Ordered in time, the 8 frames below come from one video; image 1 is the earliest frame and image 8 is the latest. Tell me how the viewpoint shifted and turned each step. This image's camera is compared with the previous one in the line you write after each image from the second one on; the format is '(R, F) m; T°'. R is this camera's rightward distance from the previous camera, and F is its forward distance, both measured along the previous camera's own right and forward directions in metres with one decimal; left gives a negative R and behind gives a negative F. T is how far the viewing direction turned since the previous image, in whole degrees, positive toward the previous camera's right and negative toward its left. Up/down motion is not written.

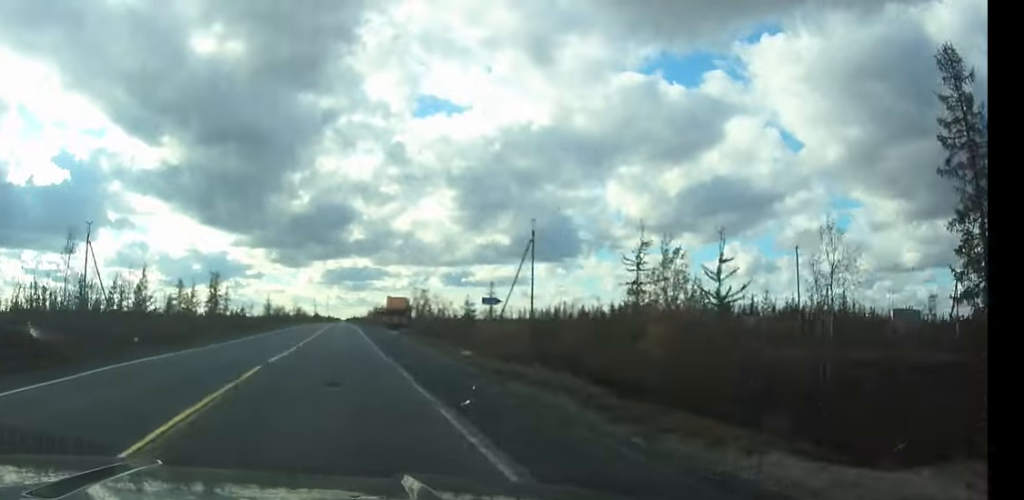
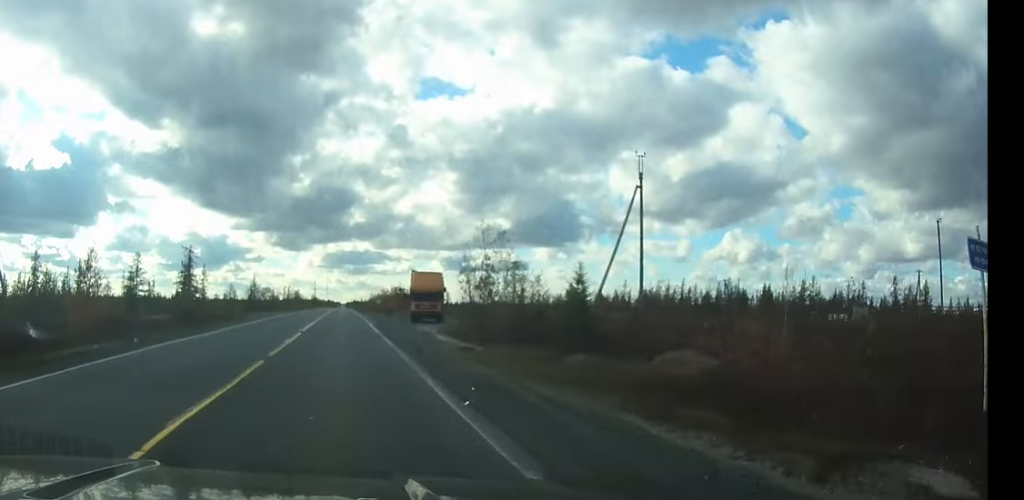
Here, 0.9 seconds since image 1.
(0.0, +24.5) m; 0°
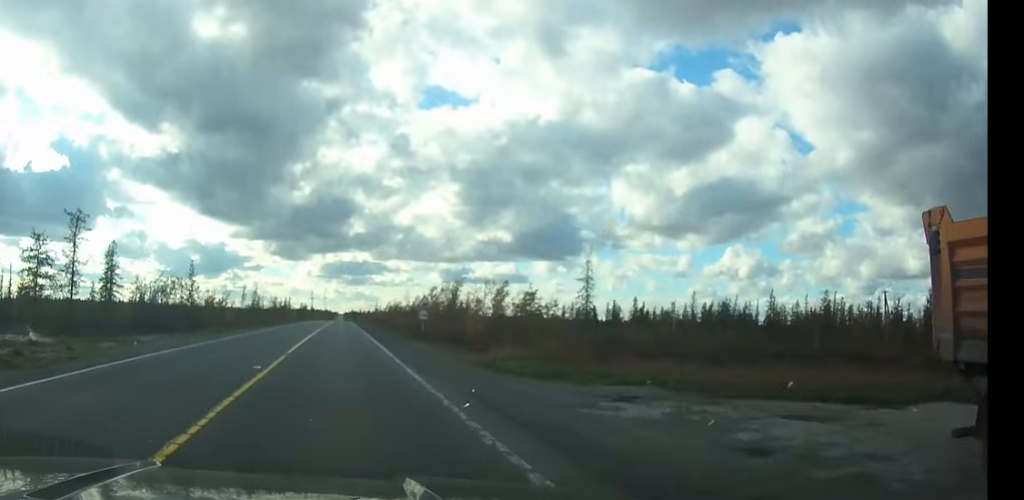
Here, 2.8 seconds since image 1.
(+0.1, +49.4) m; 0°
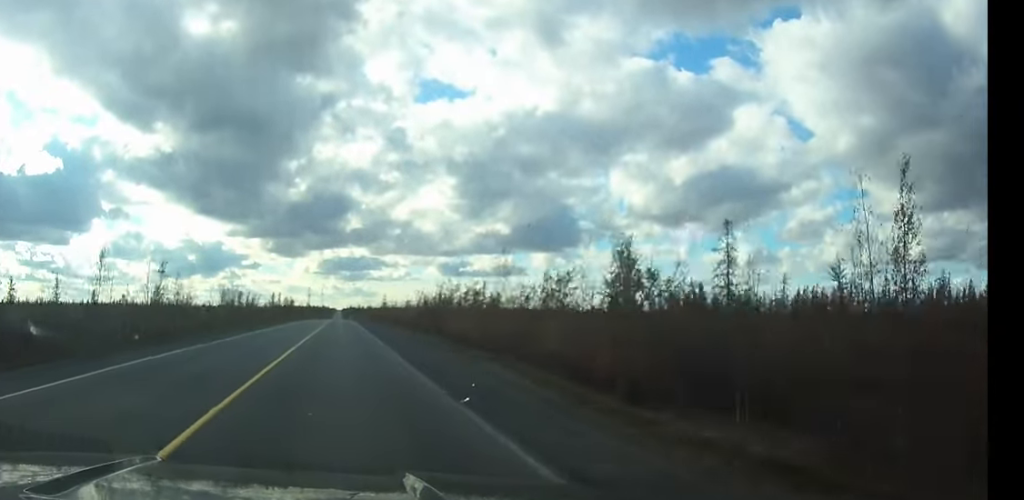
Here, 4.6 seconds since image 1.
(+0.1, +45.1) m; 0°
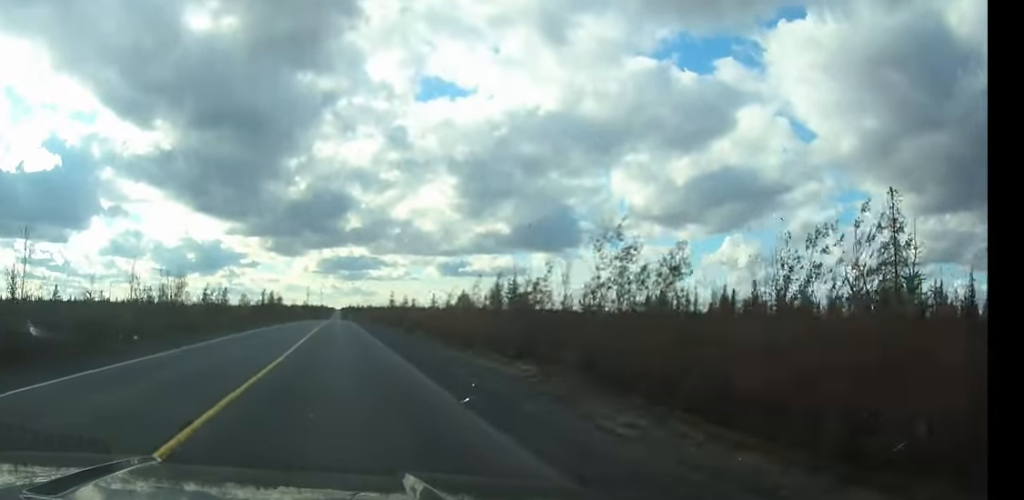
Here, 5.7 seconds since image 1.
(0.0, +27.1) m; 0°
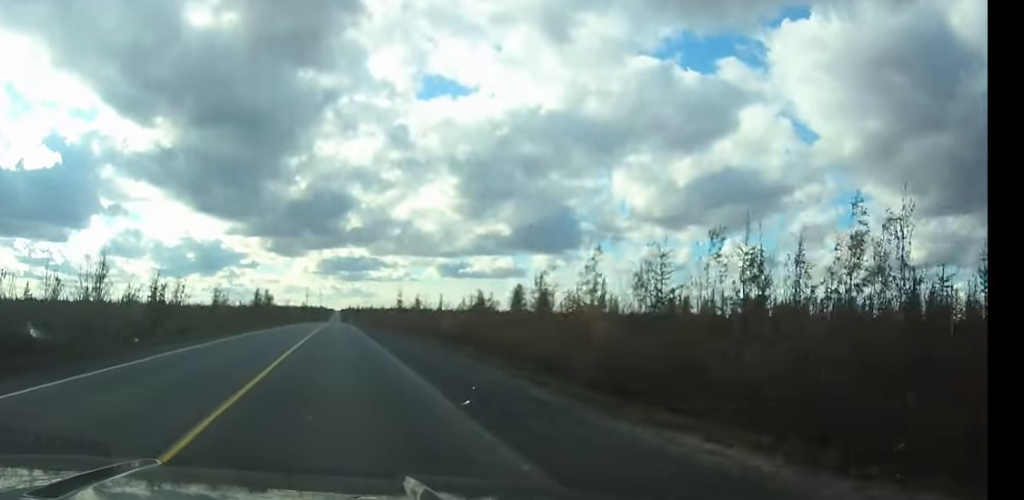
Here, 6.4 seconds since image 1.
(0.0, +16.9) m; 0°
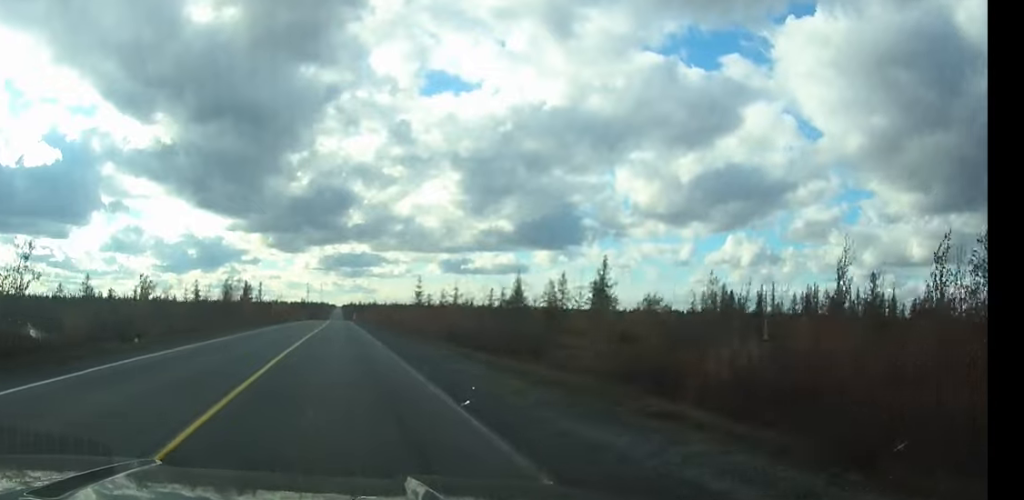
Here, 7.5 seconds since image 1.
(0.0, +27.1) m; 0°
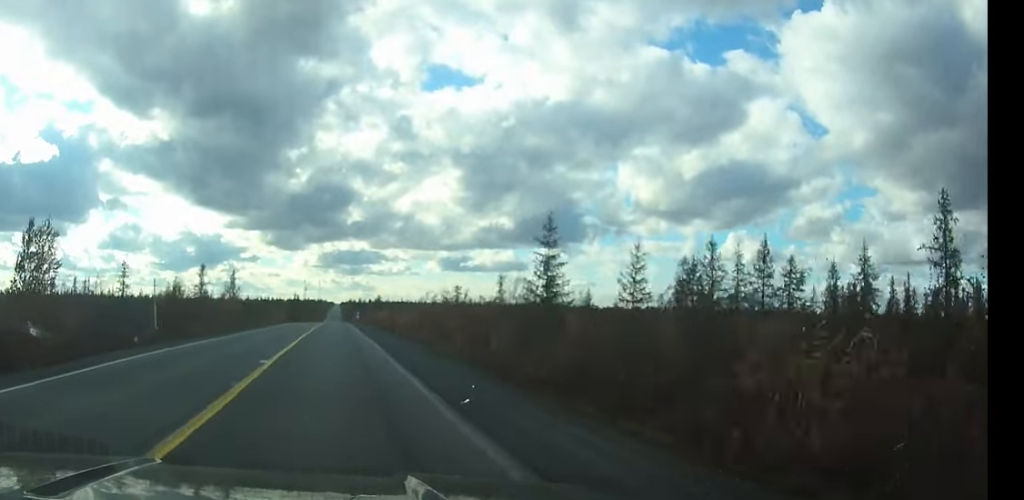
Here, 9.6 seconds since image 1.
(0.0, +54.2) m; 0°
